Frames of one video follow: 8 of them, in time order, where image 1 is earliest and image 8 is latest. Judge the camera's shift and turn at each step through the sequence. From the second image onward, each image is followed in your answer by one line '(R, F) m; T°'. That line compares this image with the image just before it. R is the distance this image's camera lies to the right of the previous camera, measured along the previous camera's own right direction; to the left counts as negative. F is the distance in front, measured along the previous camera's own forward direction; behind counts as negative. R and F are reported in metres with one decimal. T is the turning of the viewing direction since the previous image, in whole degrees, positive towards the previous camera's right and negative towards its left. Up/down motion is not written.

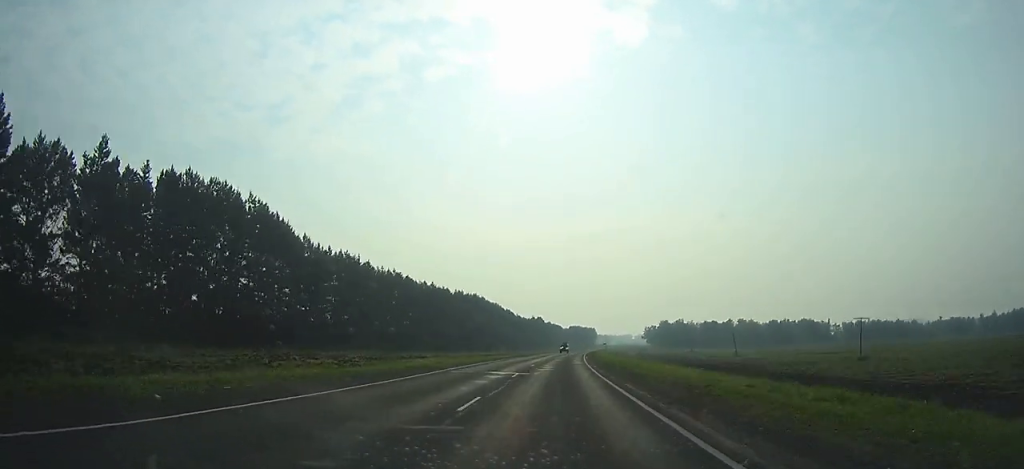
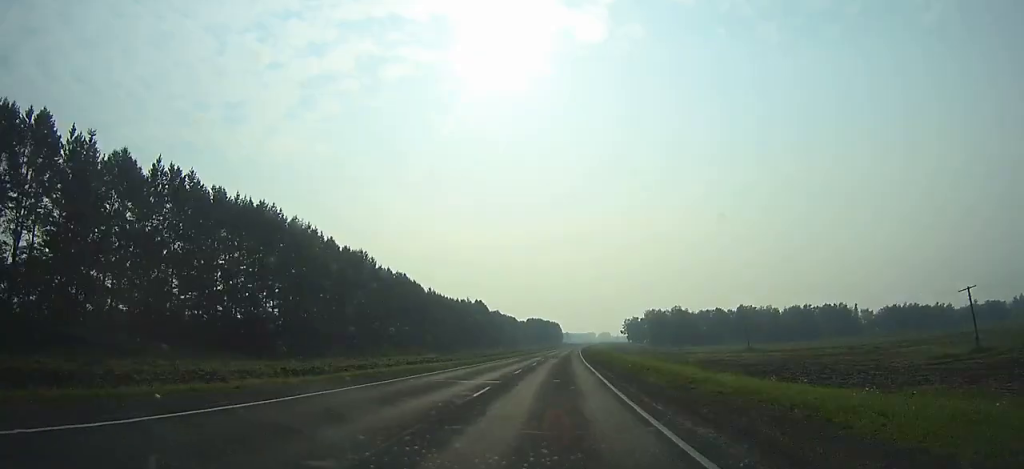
(+2.3, +114.5) m; +3°
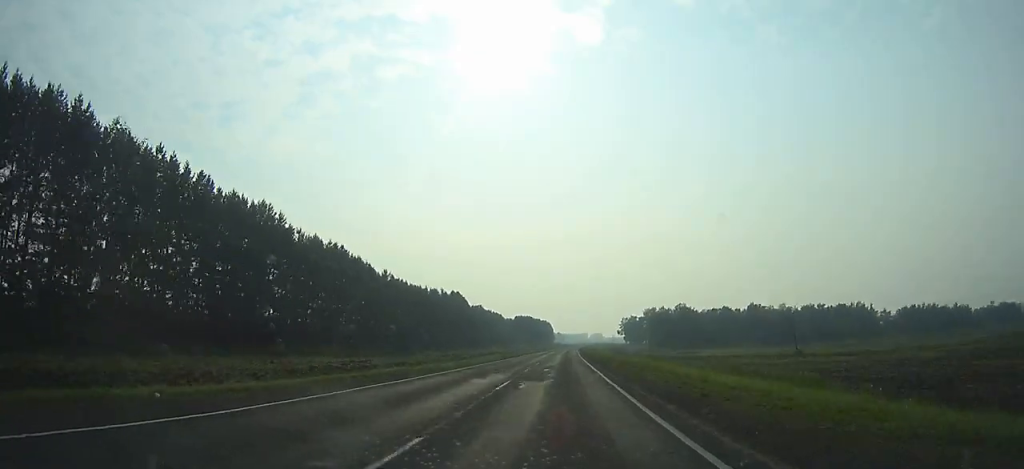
(+0.3, +32.9) m; +1°
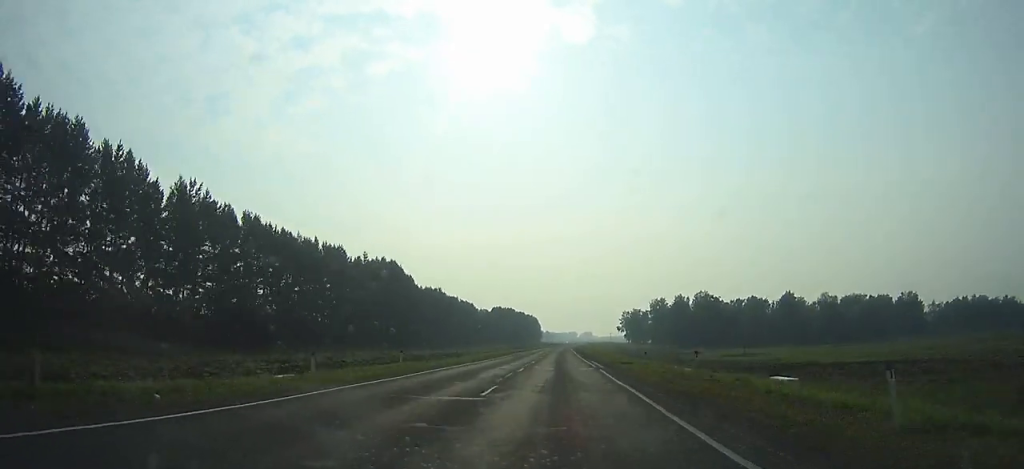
(+0.8, +62.5) m; +1°
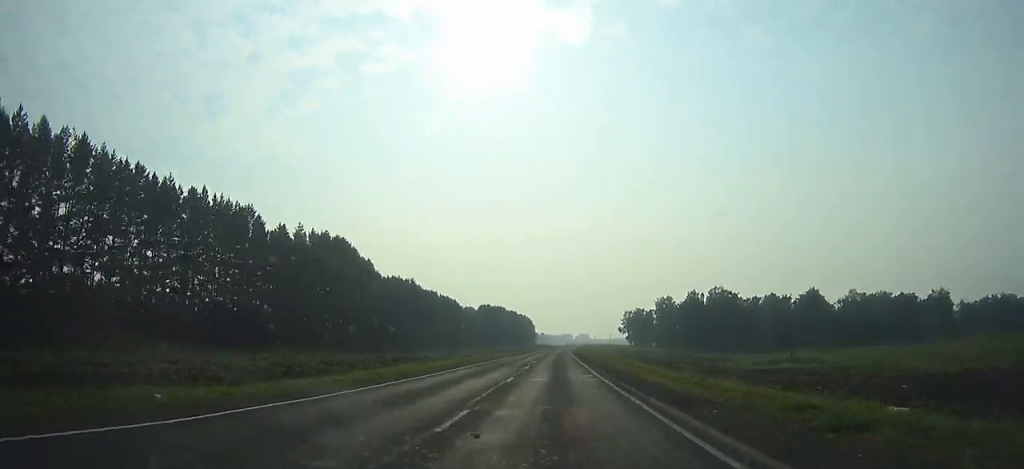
(+0.1, +27.5) m; 0°
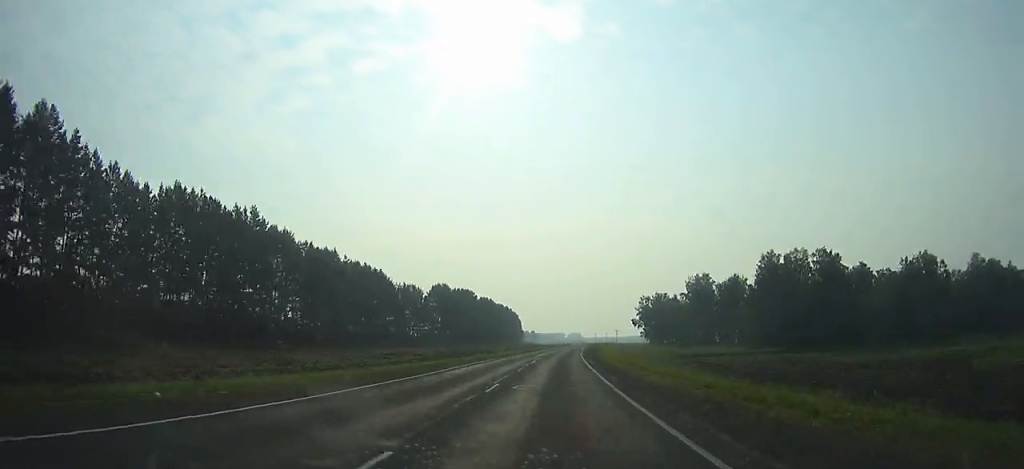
(+0.8, +72.4) m; +2°
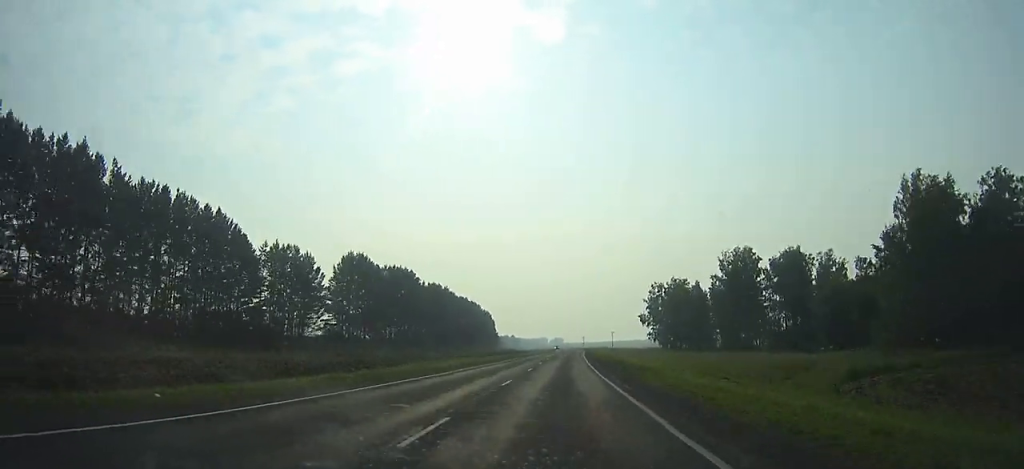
(+0.5, +52.4) m; +2°
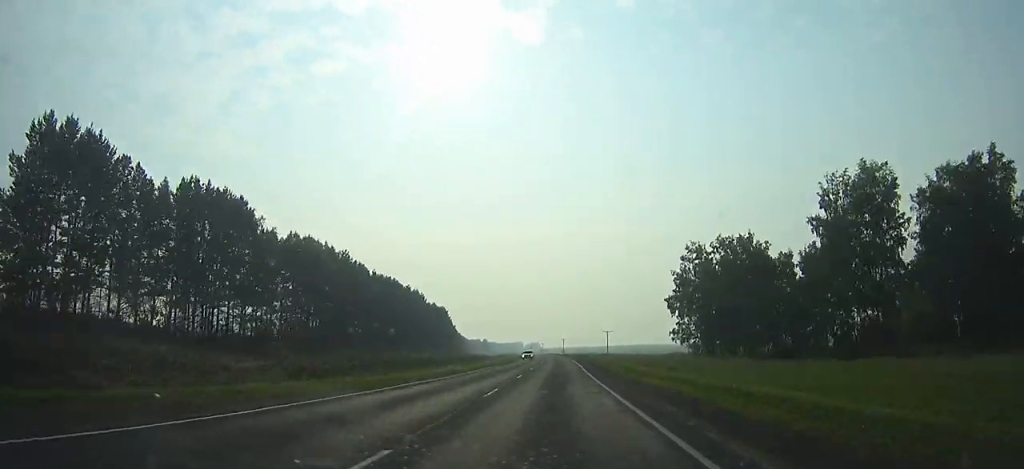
(+1.2, +63.0) m; +1°
